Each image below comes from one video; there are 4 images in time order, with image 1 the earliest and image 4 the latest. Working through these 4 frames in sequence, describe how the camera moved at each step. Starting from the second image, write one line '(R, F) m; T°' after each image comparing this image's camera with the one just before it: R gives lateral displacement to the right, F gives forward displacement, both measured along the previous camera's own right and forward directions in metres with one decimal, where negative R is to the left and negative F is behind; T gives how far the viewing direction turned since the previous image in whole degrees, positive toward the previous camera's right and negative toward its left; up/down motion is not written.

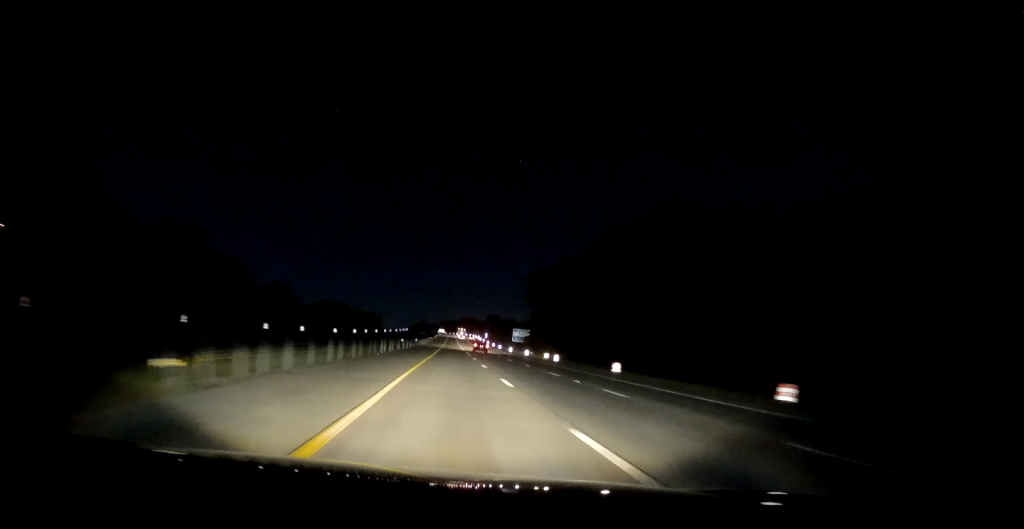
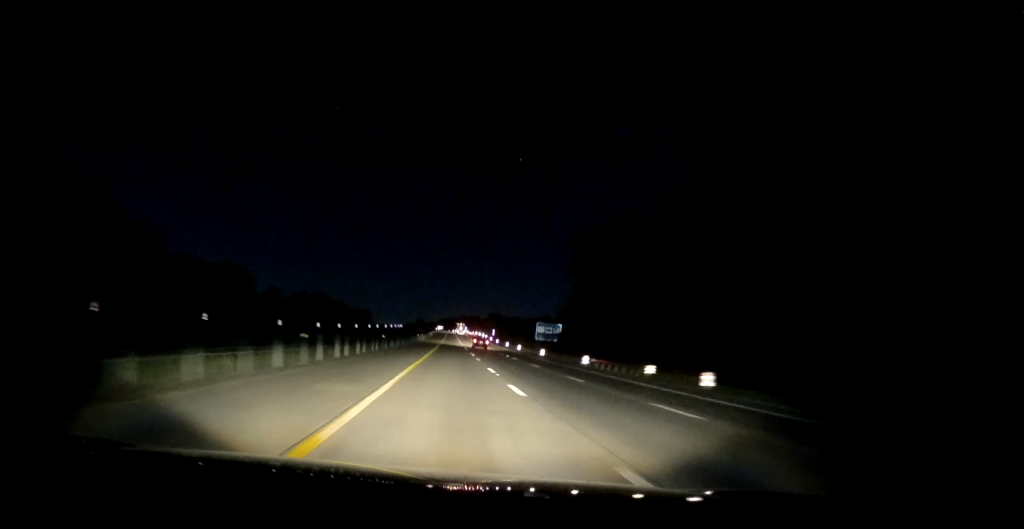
(-0.3, +41.9) m; -1°
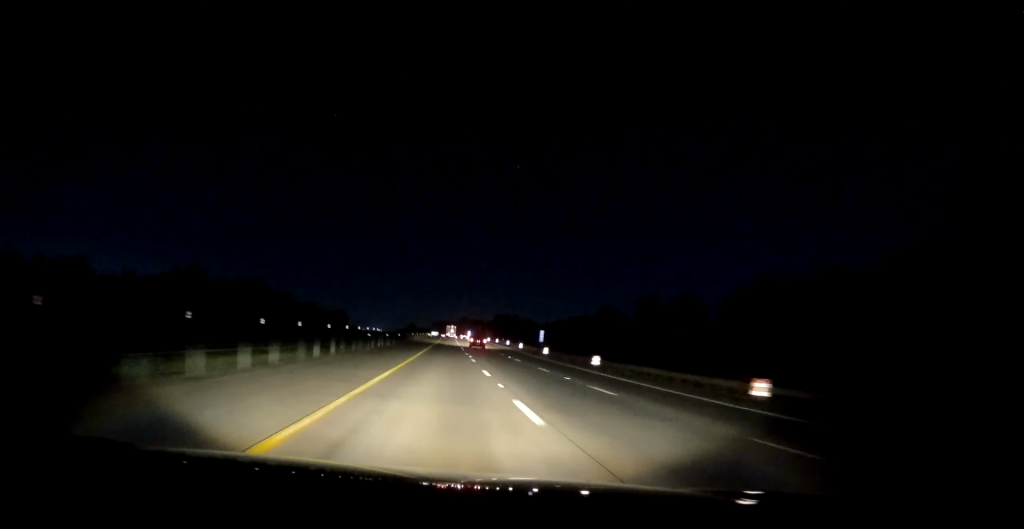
(+0.9, +105.7) m; +1°
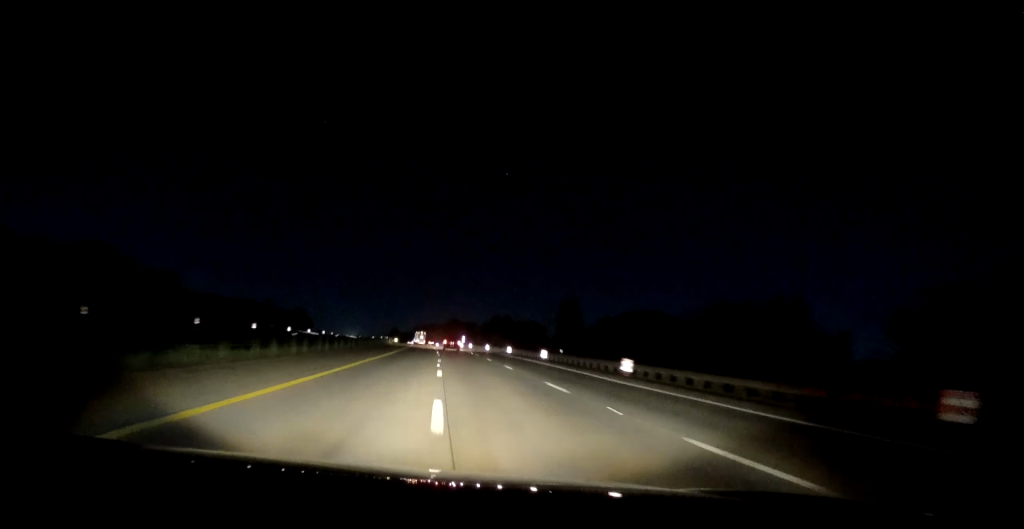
(+0.5, +87.4) m; +1°
